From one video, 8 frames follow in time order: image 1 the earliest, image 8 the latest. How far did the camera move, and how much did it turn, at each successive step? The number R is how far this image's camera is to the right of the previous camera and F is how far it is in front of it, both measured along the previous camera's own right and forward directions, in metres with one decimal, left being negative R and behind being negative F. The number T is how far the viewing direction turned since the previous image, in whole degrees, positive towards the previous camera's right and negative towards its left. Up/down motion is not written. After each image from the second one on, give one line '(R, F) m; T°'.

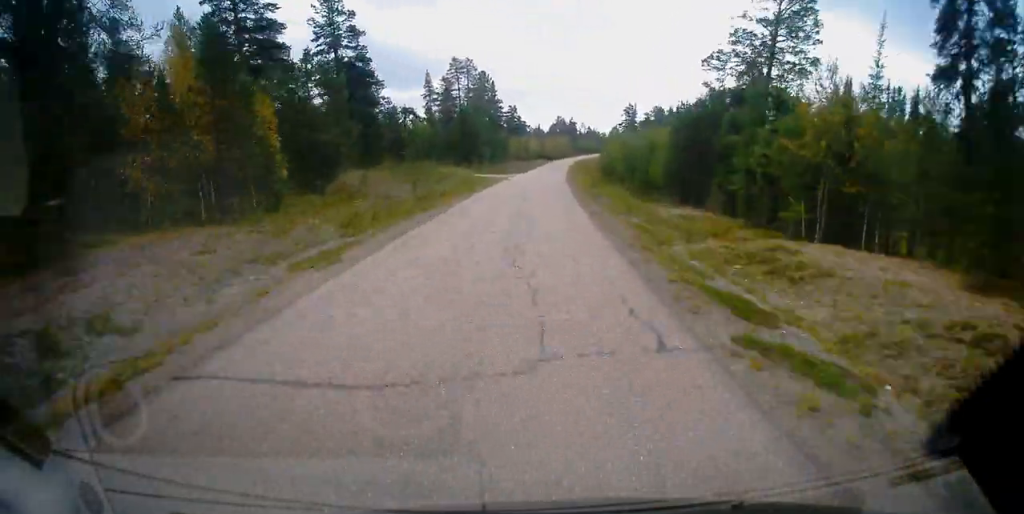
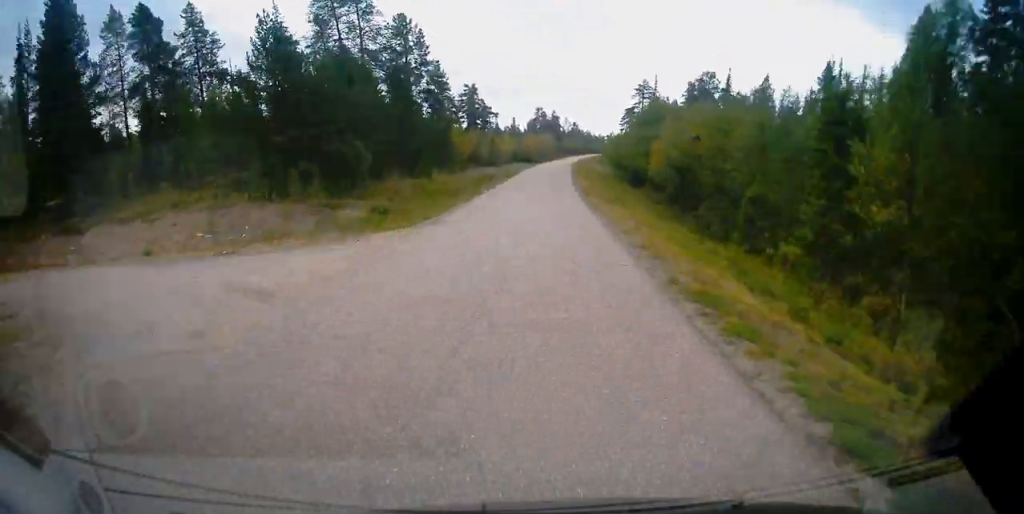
(+1.1, +59.1) m; +2°
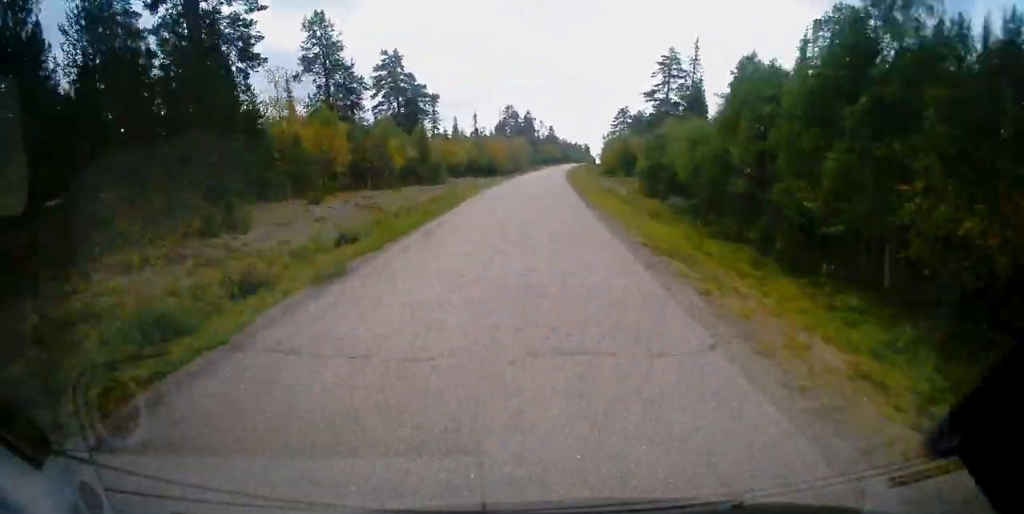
(+0.3, +47.0) m; +2°
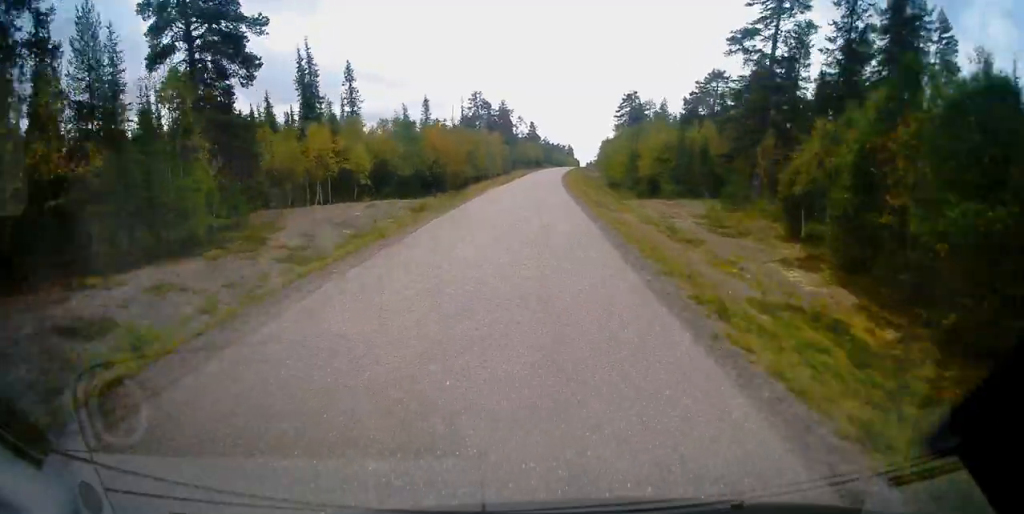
(+1.0, +44.0) m; +2°
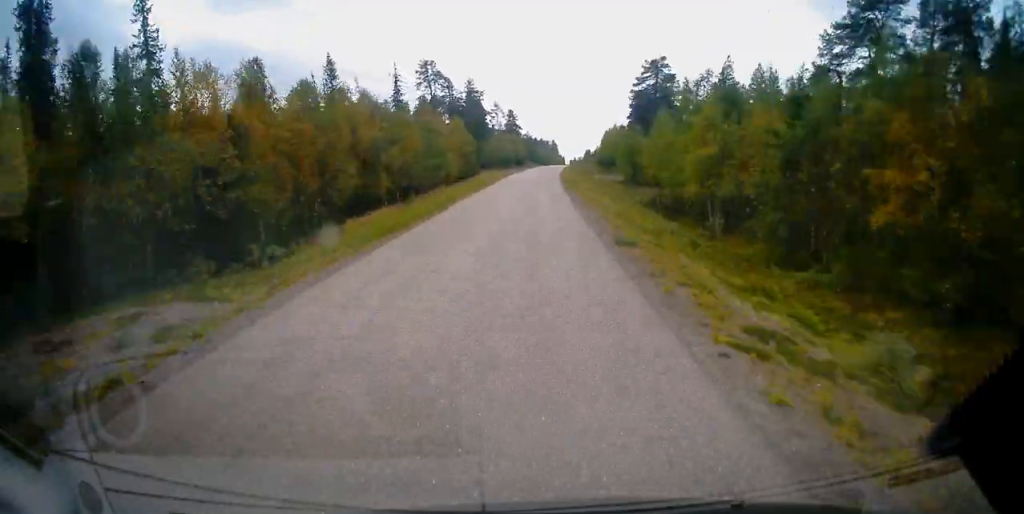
(+0.6, +41.7) m; +2°
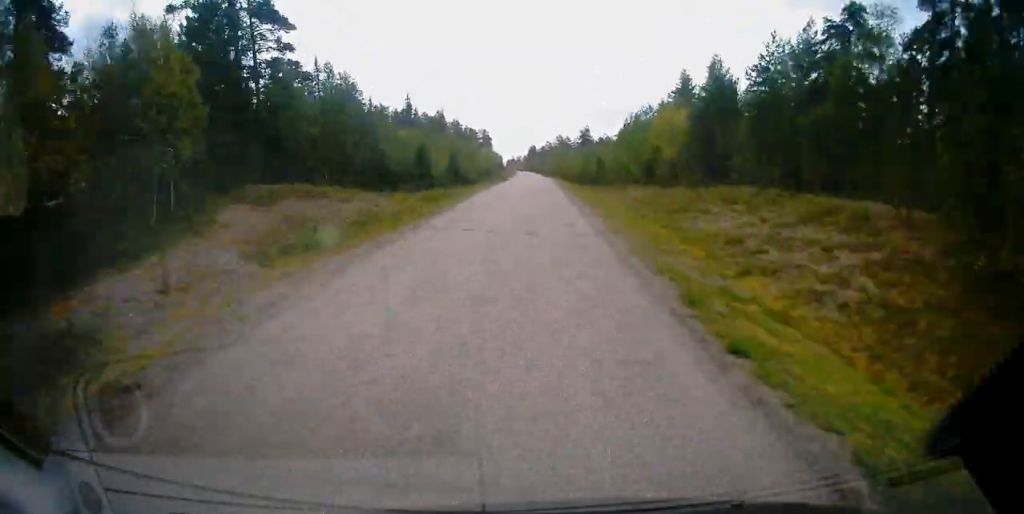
(+7.8, +146.6) m; +5°
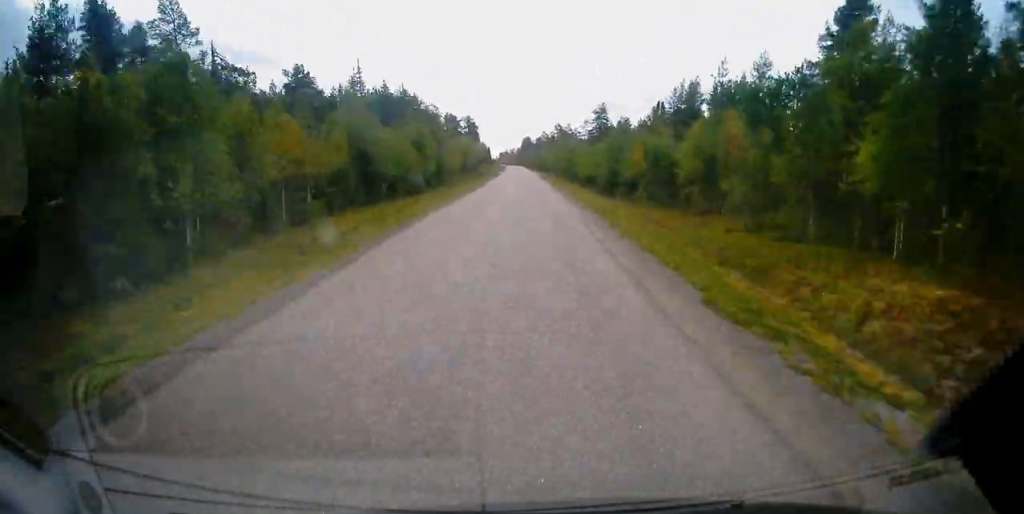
(+0.4, +45.1) m; 0°
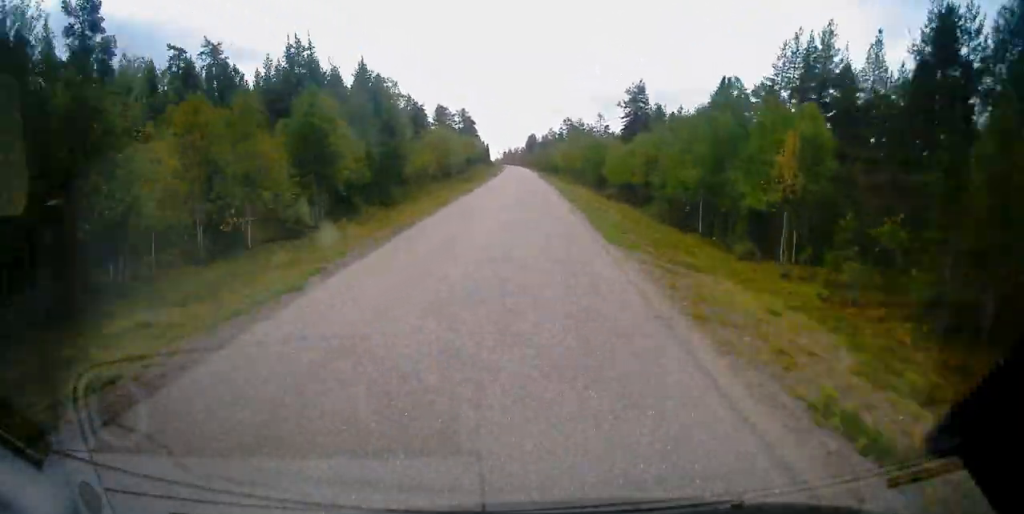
(-0.2, +33.5) m; 0°
